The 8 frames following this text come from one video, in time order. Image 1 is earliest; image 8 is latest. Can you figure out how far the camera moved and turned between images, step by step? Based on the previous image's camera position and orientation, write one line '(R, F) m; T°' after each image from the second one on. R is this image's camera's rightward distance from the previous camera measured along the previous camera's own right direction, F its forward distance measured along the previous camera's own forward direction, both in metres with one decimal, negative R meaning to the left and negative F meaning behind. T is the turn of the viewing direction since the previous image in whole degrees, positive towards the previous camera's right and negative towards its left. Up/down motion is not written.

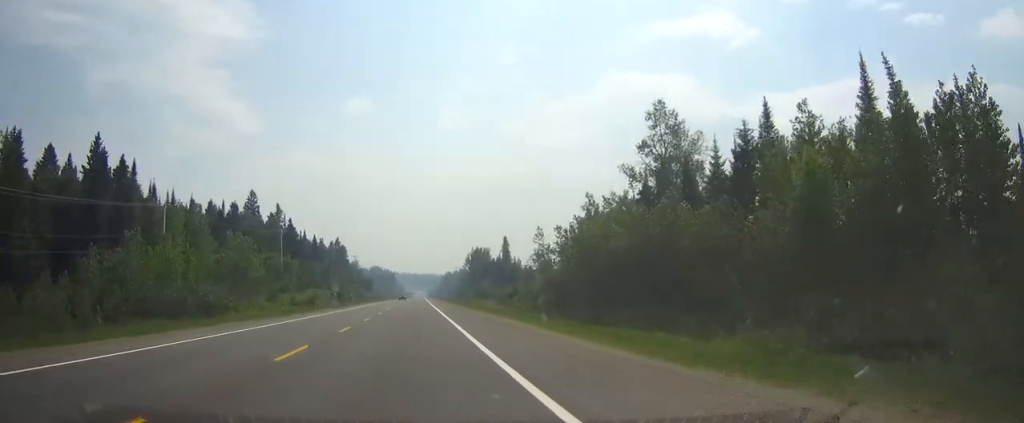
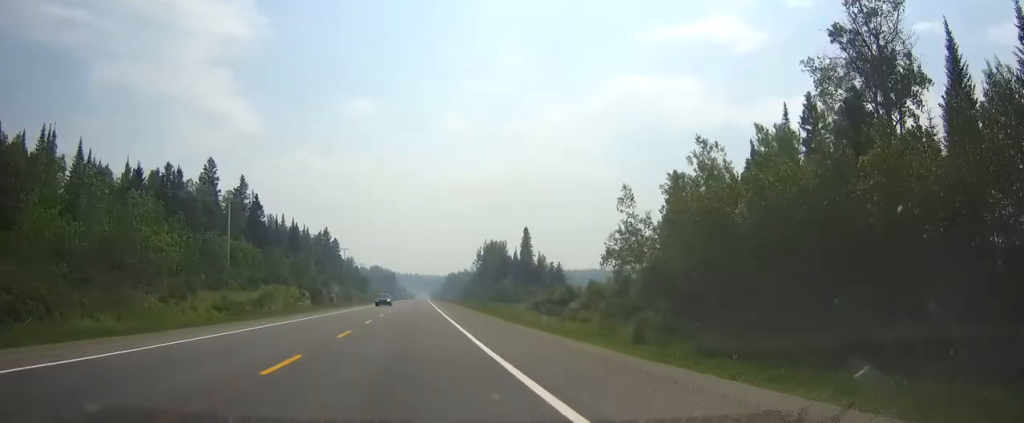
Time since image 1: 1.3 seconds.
(0.0, +37.5) m; 0°
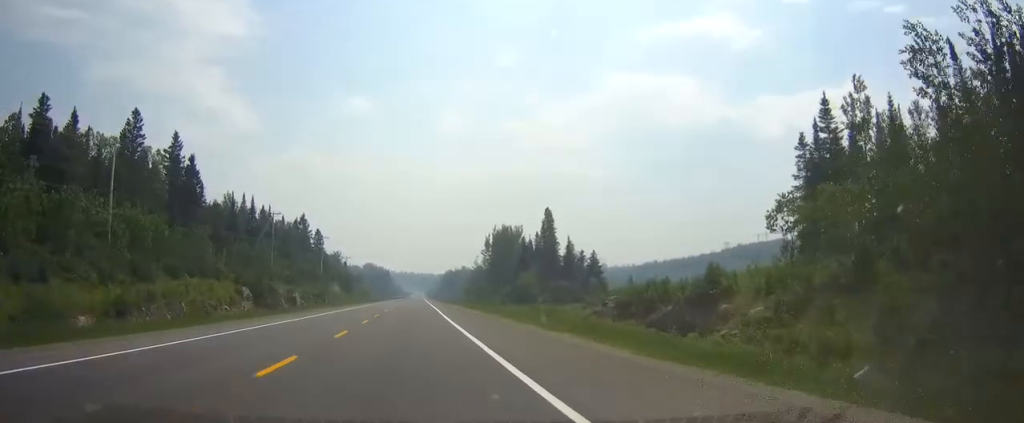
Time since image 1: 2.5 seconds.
(-0.1, +36.0) m; 0°
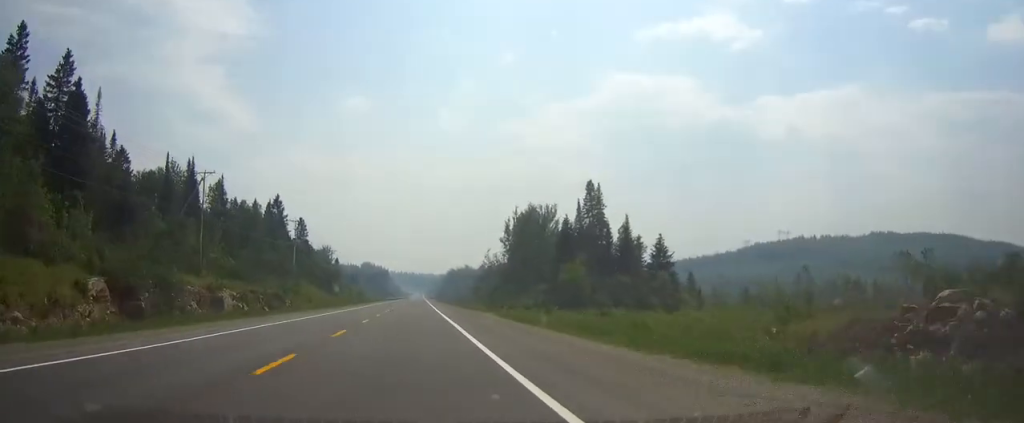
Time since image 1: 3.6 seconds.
(0.0, +35.5) m; 0°
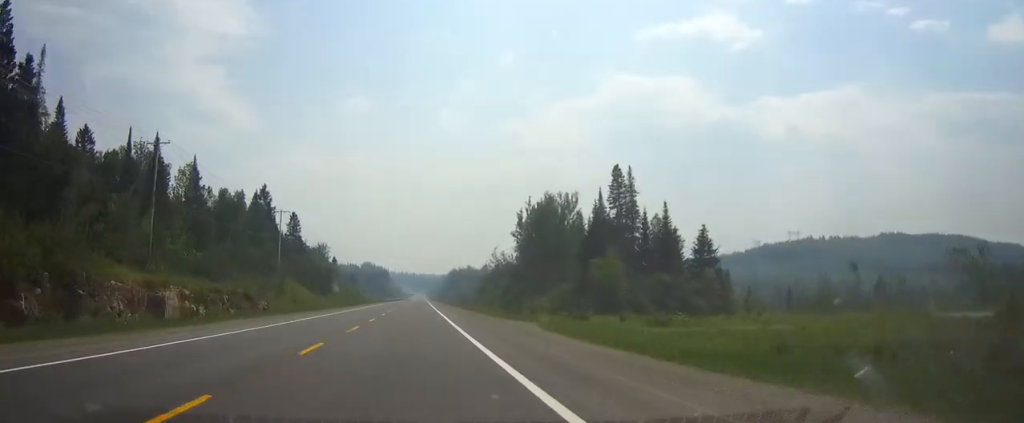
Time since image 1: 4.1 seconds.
(0.0, +14.4) m; 0°
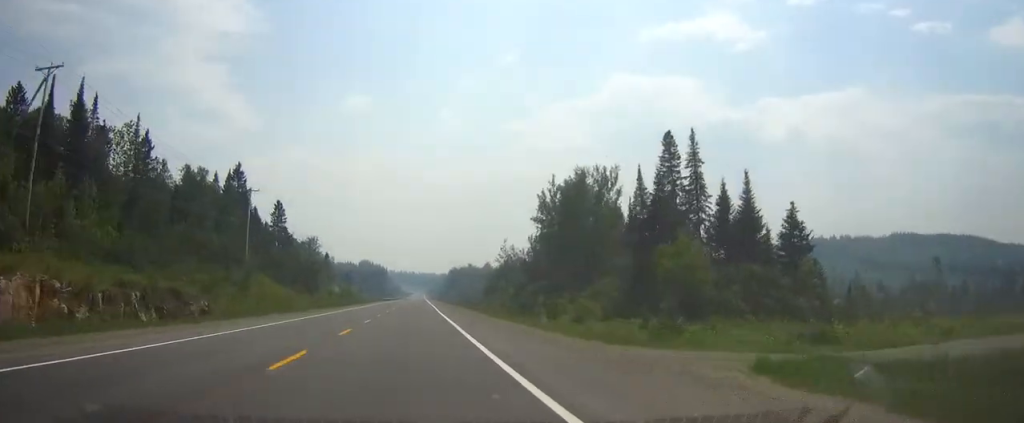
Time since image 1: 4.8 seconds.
(0.0, +20.6) m; 0°
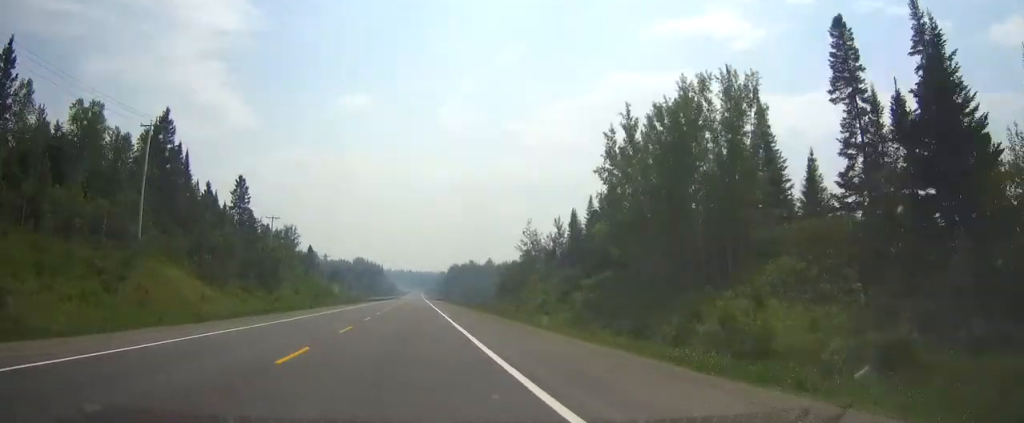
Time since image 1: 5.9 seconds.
(+0.1, +35.3) m; 0°
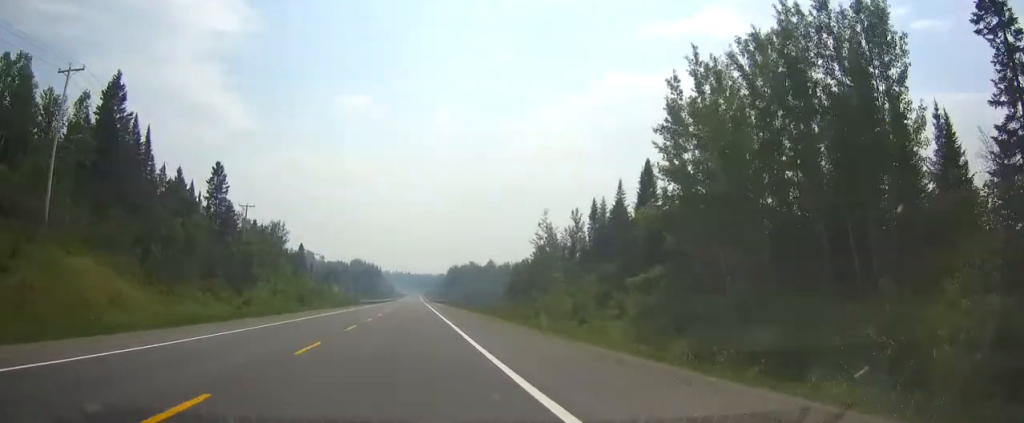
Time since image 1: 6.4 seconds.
(0.0, +15.7) m; 0°
